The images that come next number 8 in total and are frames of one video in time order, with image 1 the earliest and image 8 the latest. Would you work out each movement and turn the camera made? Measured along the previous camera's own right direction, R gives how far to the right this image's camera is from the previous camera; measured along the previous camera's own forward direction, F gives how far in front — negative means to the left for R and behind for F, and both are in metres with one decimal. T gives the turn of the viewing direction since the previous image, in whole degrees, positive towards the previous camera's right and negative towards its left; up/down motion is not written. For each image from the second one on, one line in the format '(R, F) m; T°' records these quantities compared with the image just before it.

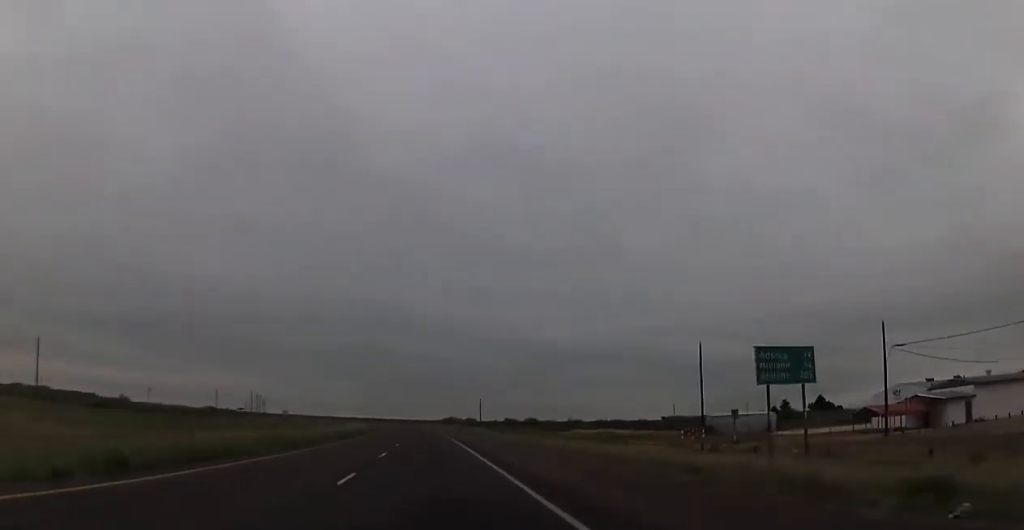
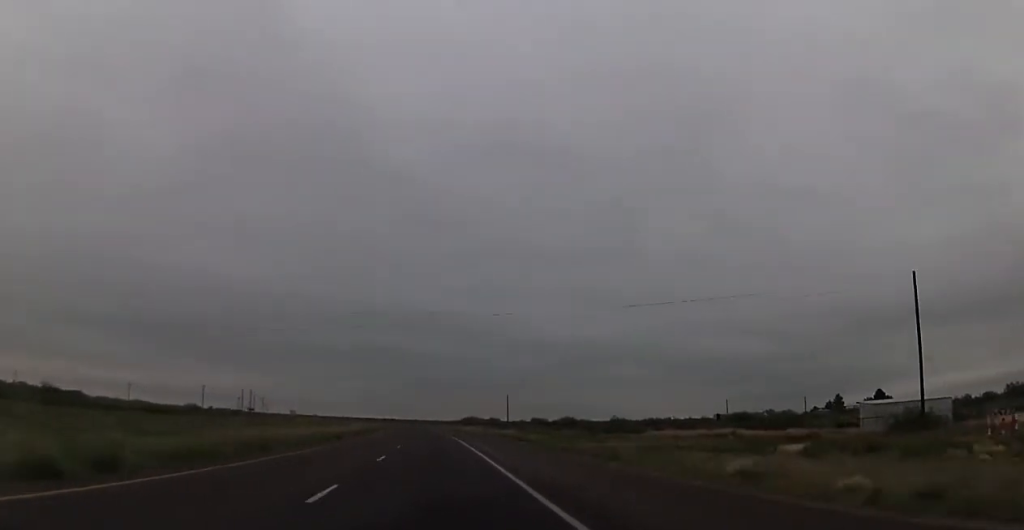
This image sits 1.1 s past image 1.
(0.0, +39.7) m; 0°
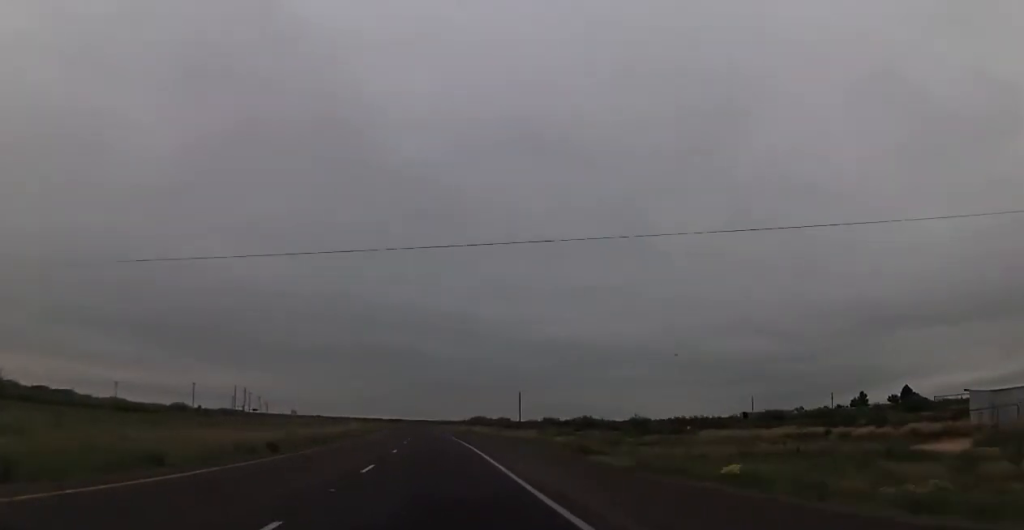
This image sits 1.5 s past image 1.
(+0.2, +17.4) m; -1°
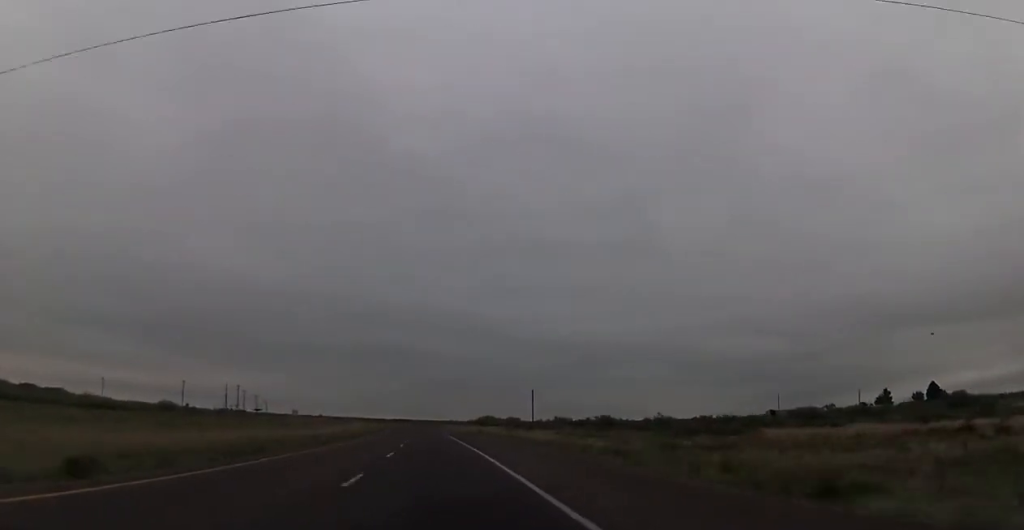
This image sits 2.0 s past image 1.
(-0.1, +16.1) m; -1°
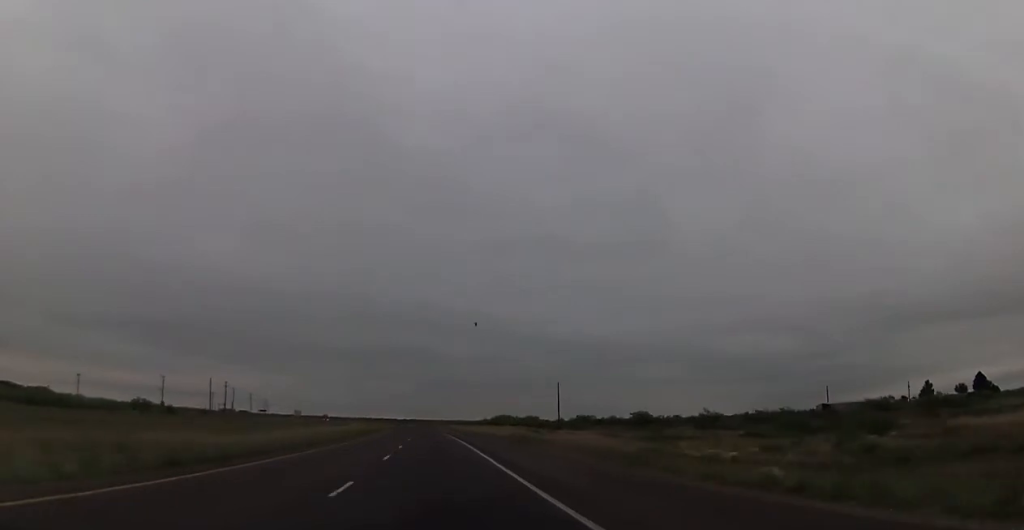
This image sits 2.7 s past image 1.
(-0.6, +26.0) m; -2°
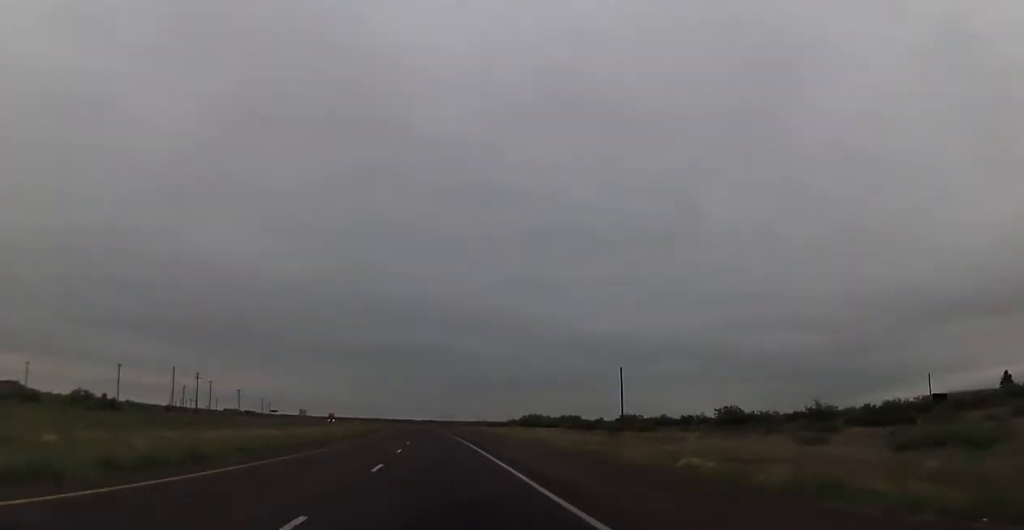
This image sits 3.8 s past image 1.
(-0.4, +42.0) m; -1°
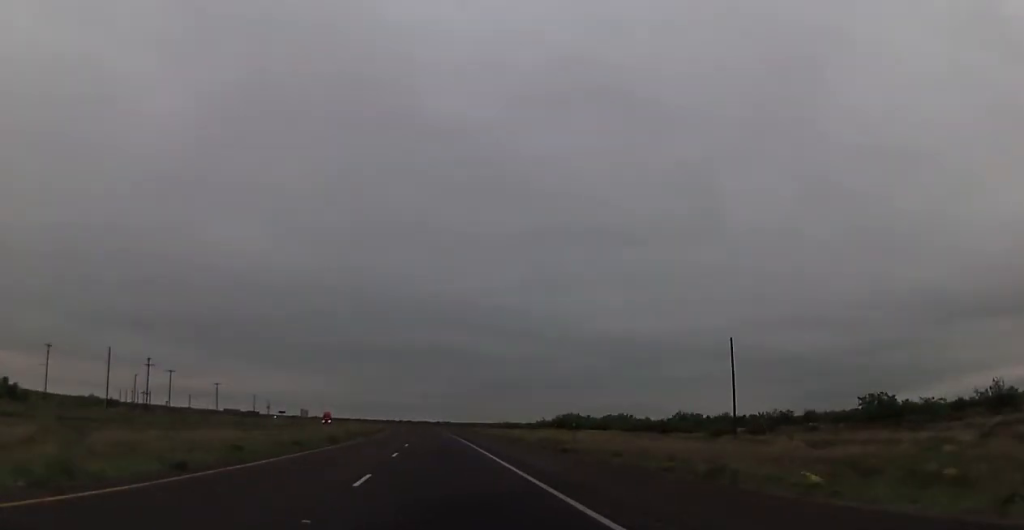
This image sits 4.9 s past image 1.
(-0.5, +40.8) m; -1°
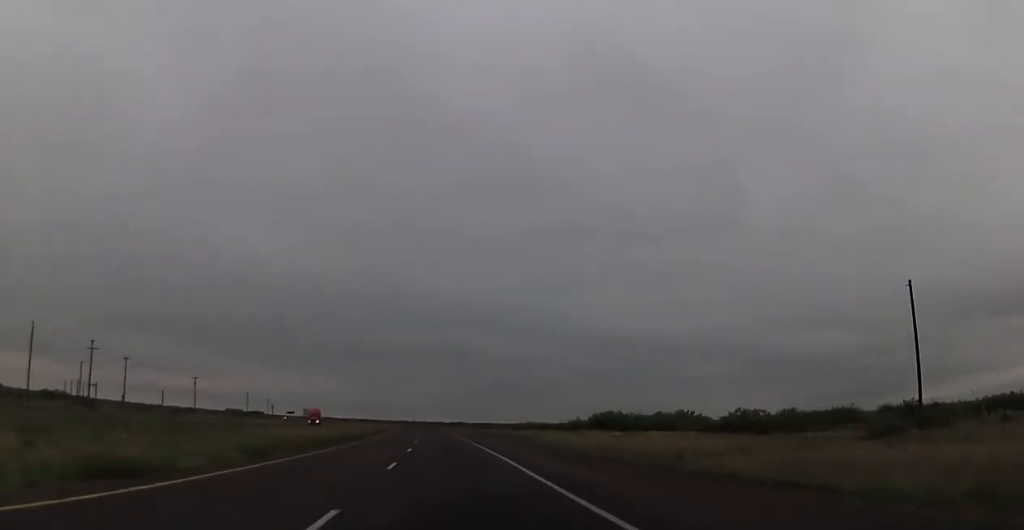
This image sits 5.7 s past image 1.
(+0.1, +30.9) m; -1°
